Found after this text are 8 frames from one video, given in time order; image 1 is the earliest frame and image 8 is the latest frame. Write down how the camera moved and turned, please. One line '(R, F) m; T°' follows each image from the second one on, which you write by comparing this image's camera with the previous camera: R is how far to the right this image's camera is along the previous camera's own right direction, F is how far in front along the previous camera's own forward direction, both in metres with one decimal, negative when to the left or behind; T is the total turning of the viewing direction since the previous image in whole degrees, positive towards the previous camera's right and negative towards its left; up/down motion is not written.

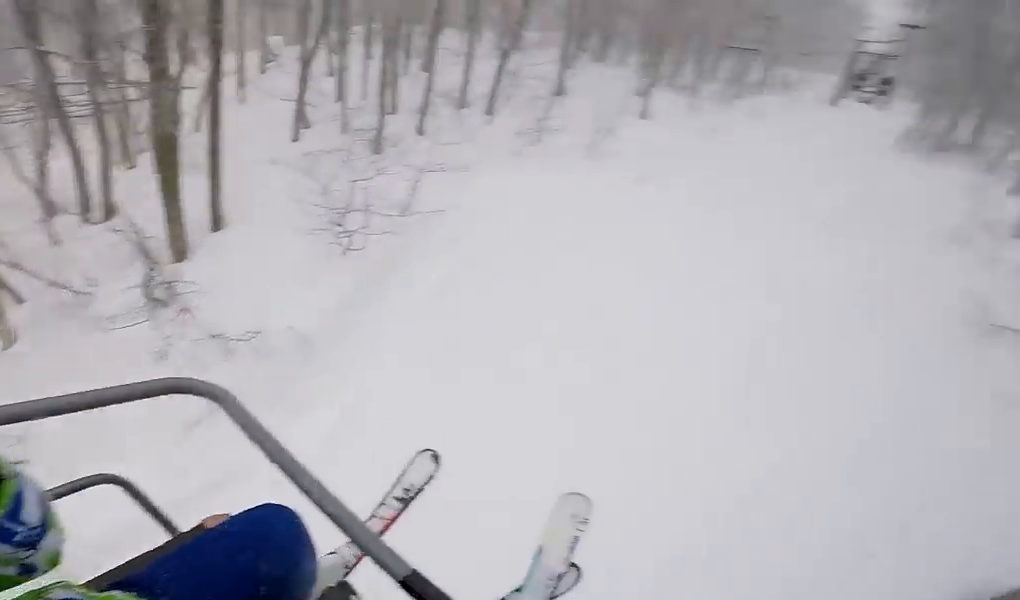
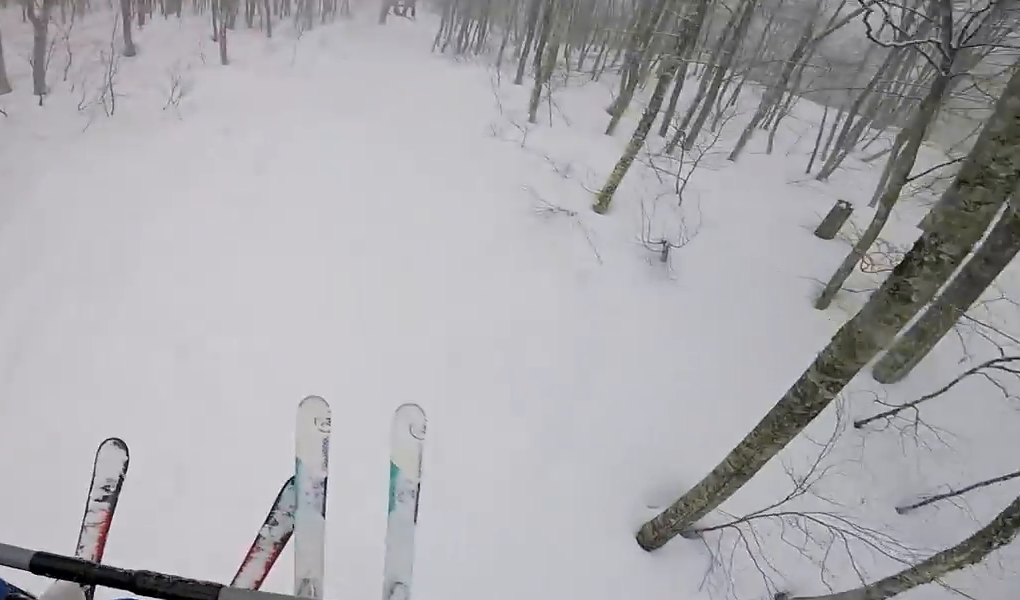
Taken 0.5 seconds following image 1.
(0.0, +2.0) m; 0°
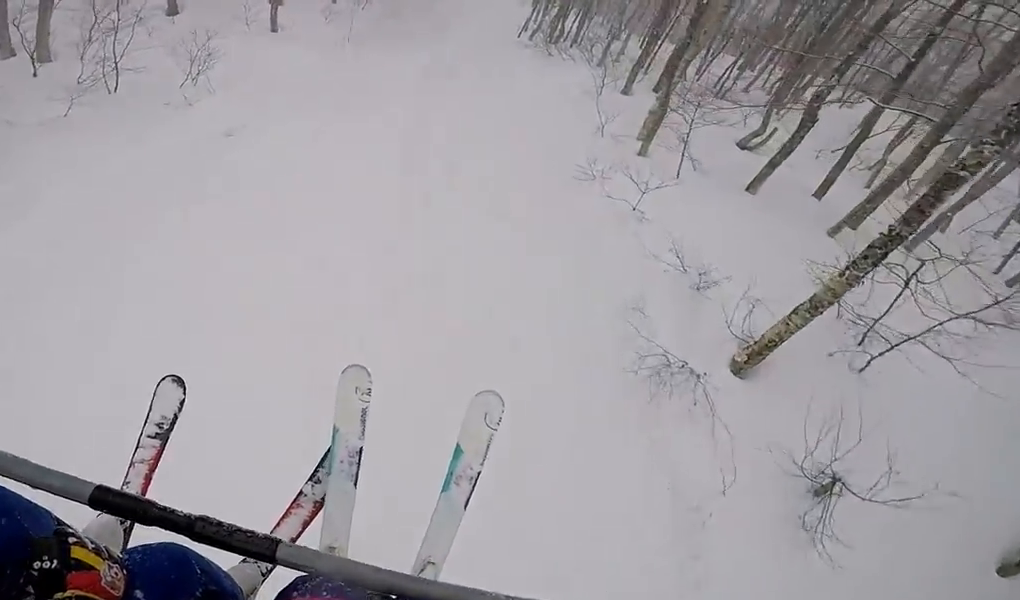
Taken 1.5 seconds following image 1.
(0.0, +4.0) m; 0°
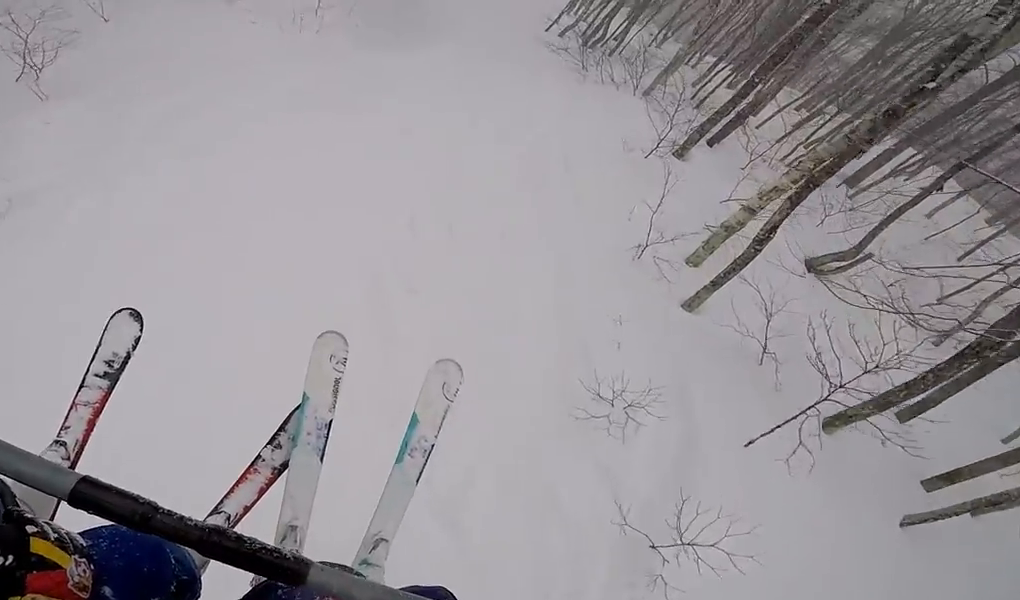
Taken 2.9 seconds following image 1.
(0.0, +5.8) m; 0°
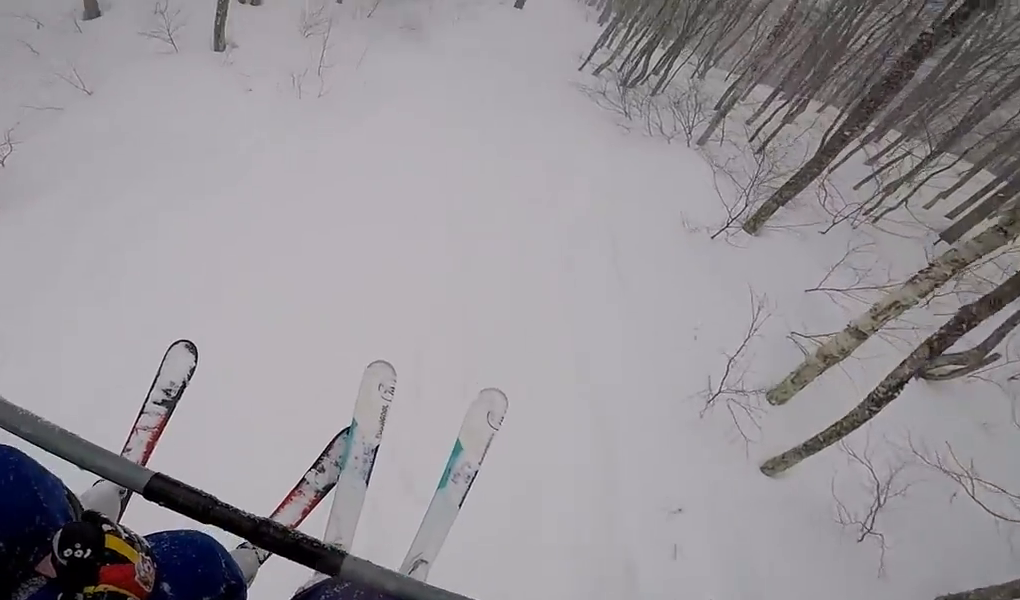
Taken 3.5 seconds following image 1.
(0.0, +2.4) m; 0°
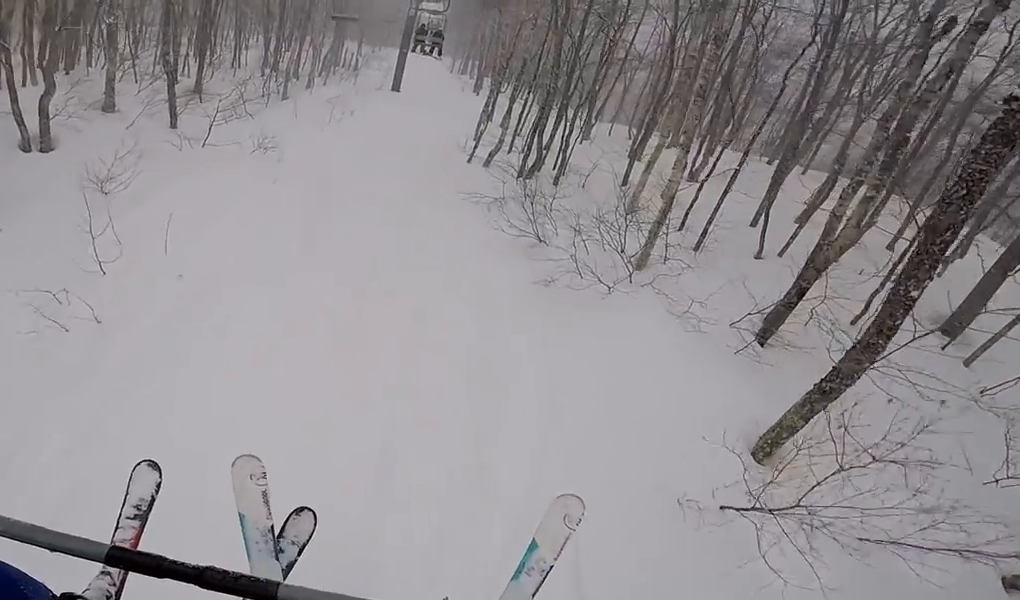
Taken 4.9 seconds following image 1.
(0.0, +5.3) m; 0°
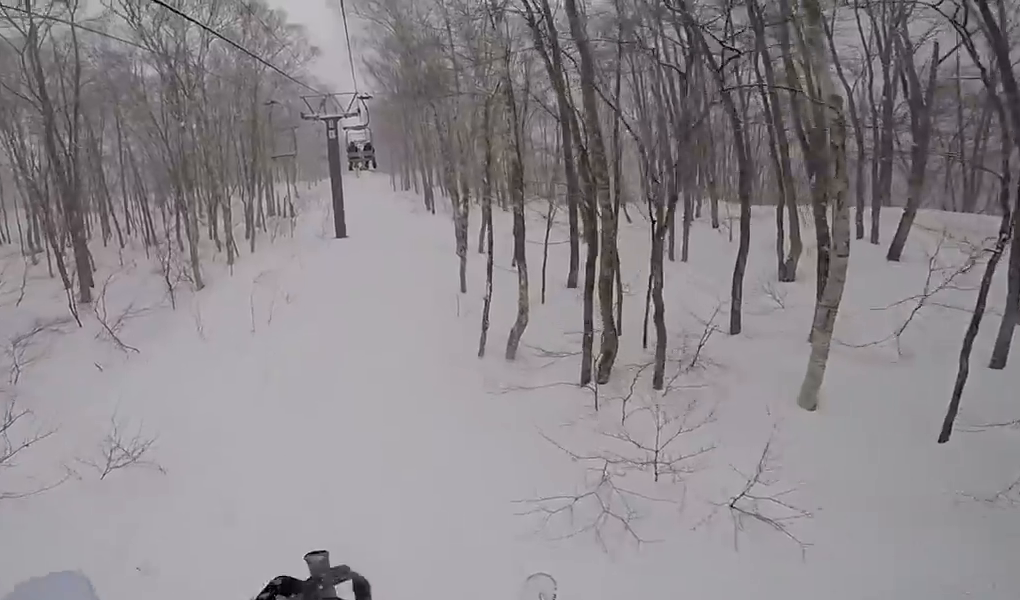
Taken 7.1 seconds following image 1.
(0.0, +8.7) m; 0°
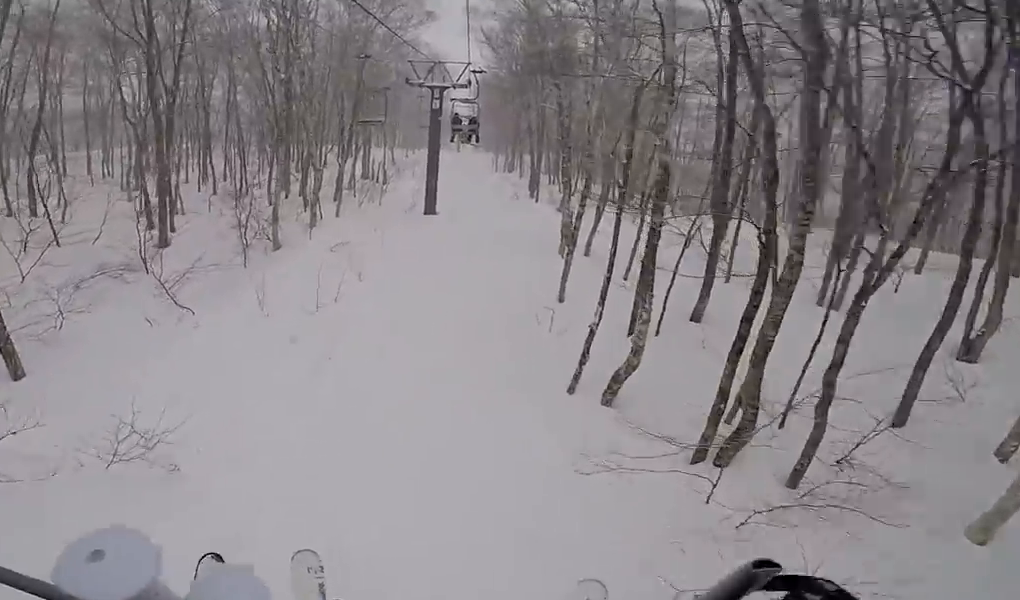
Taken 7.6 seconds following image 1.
(0.0, +2.0) m; 0°
